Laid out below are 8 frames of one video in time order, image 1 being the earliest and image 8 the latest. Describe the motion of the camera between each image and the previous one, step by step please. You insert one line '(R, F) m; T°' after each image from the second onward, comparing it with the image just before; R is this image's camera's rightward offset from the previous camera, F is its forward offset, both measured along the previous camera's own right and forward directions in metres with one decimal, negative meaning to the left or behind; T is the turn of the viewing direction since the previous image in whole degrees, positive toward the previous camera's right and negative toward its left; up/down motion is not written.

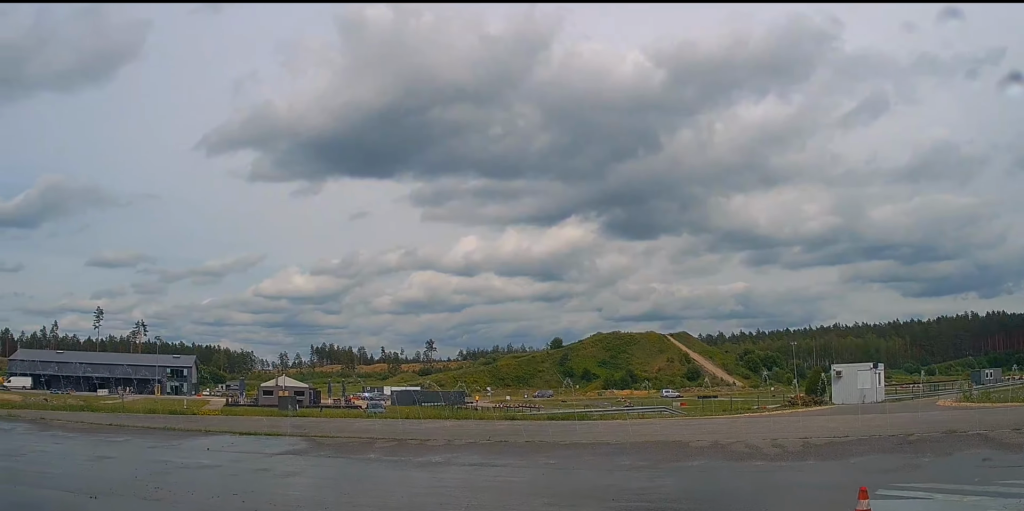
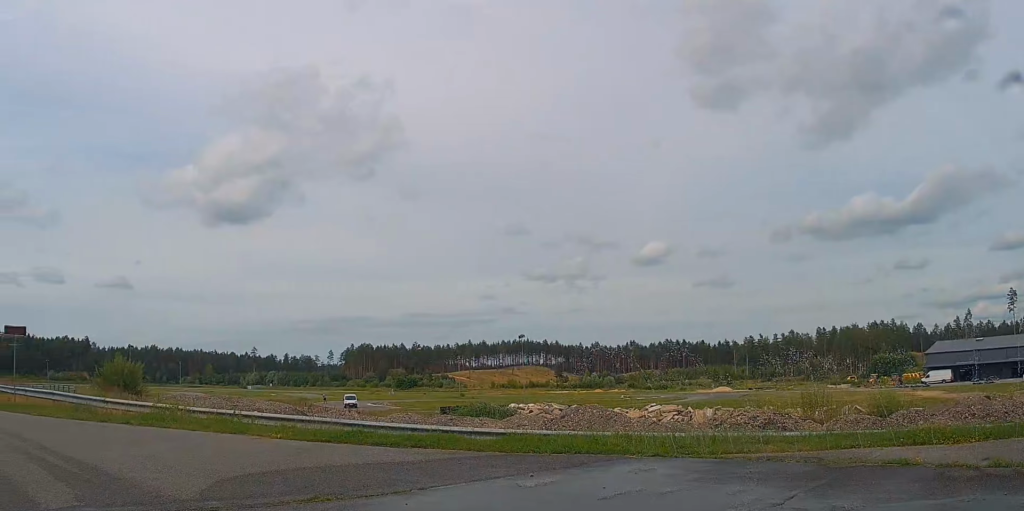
(-5.3, +7.7) m; -73°
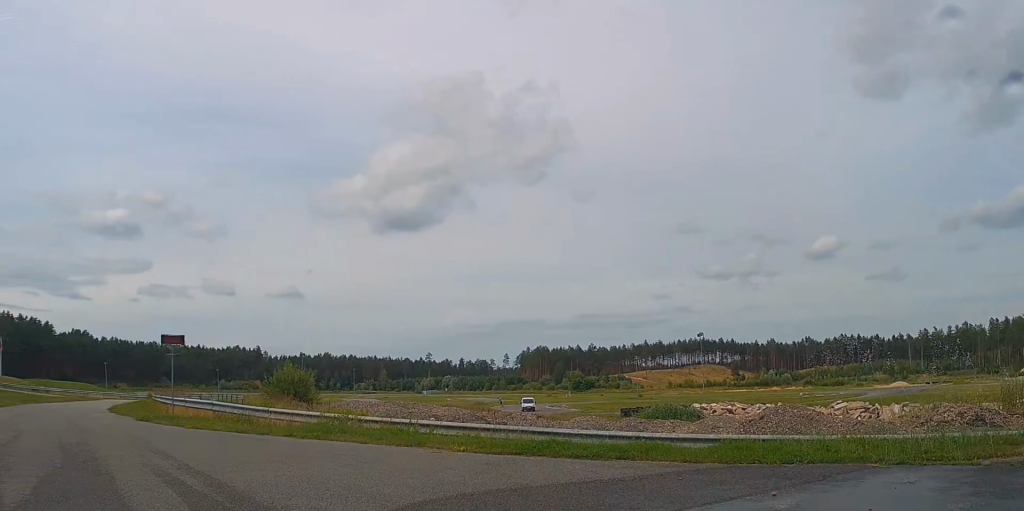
(-0.1, +1.9) m; -10°
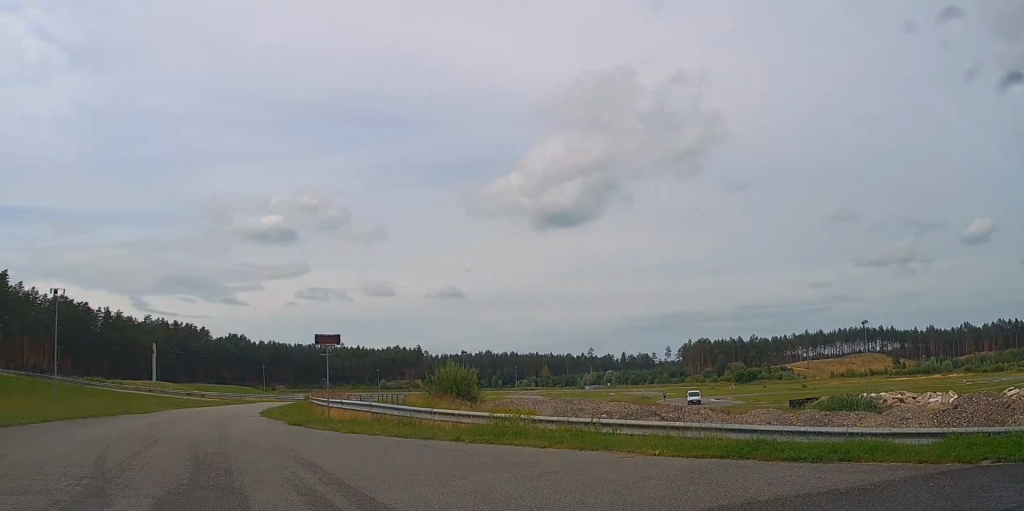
(-0.2, +1.8) m; -6°
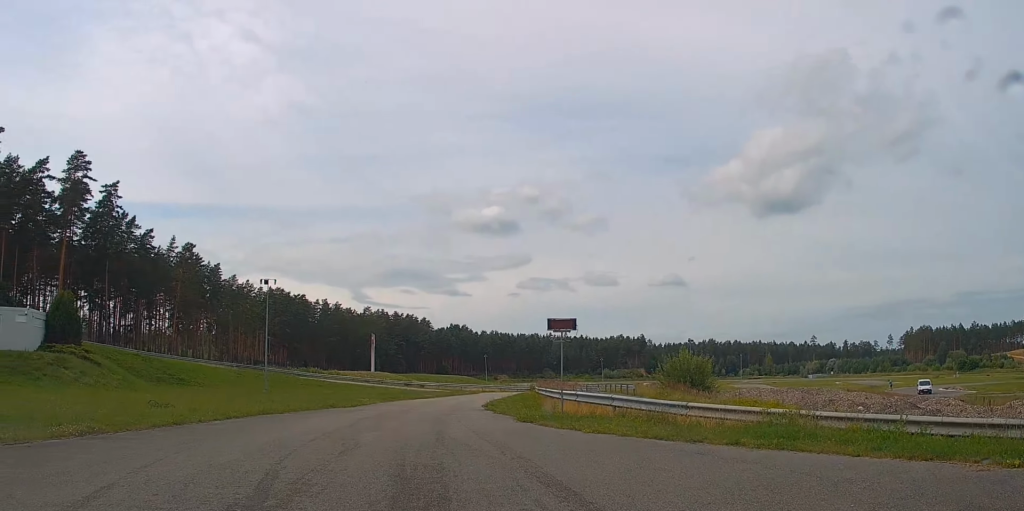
(-0.4, +3.4) m; -8°
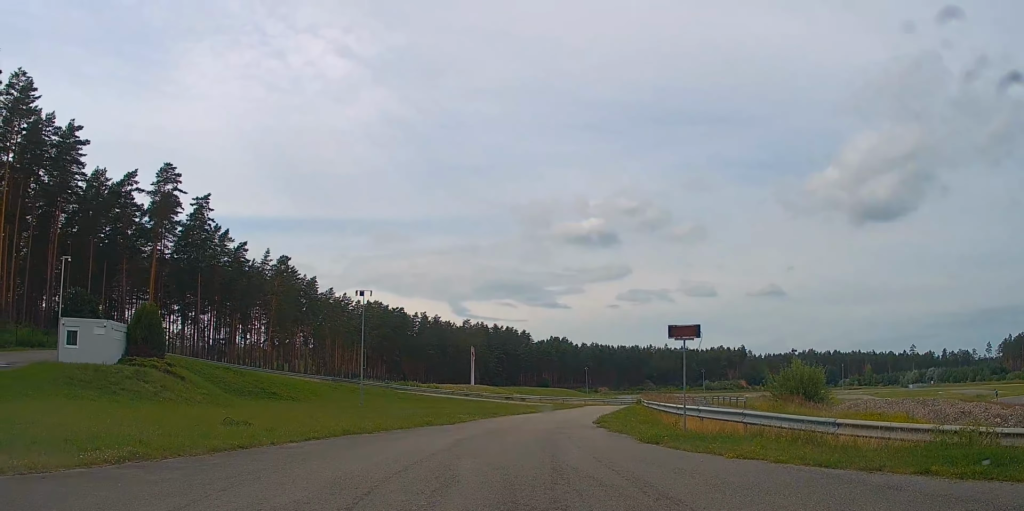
(-0.1, +2.7) m; -1°
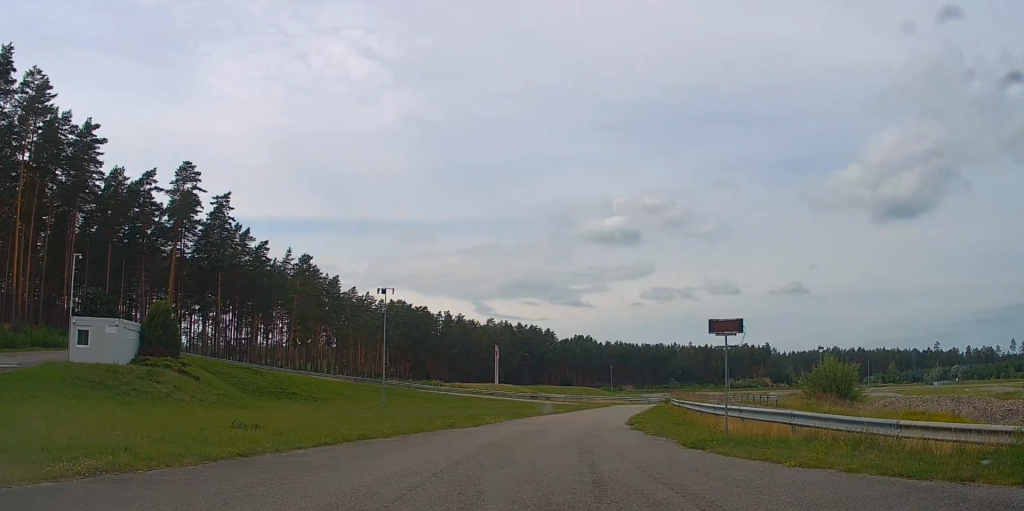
(0.0, +1.8) m; 0°
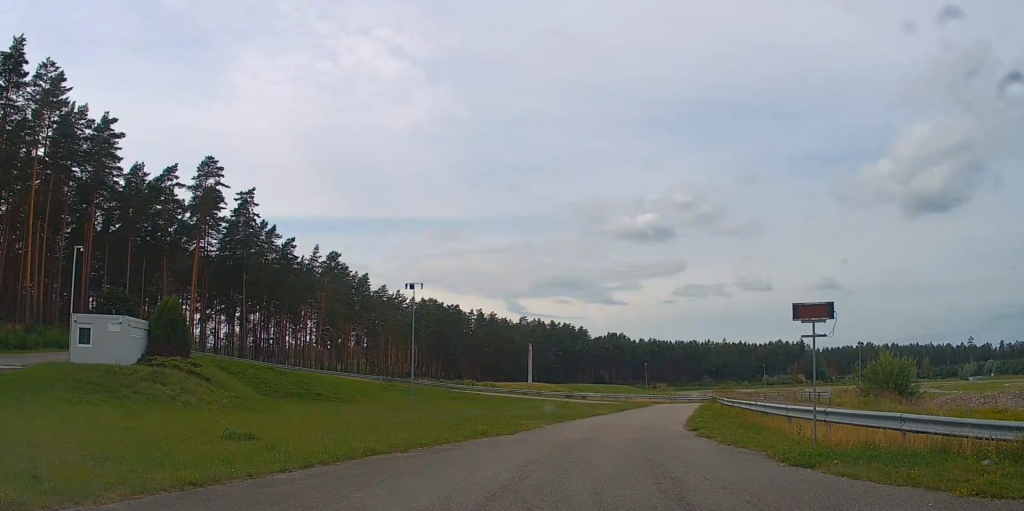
(0.0, +4.7) m; +1°
